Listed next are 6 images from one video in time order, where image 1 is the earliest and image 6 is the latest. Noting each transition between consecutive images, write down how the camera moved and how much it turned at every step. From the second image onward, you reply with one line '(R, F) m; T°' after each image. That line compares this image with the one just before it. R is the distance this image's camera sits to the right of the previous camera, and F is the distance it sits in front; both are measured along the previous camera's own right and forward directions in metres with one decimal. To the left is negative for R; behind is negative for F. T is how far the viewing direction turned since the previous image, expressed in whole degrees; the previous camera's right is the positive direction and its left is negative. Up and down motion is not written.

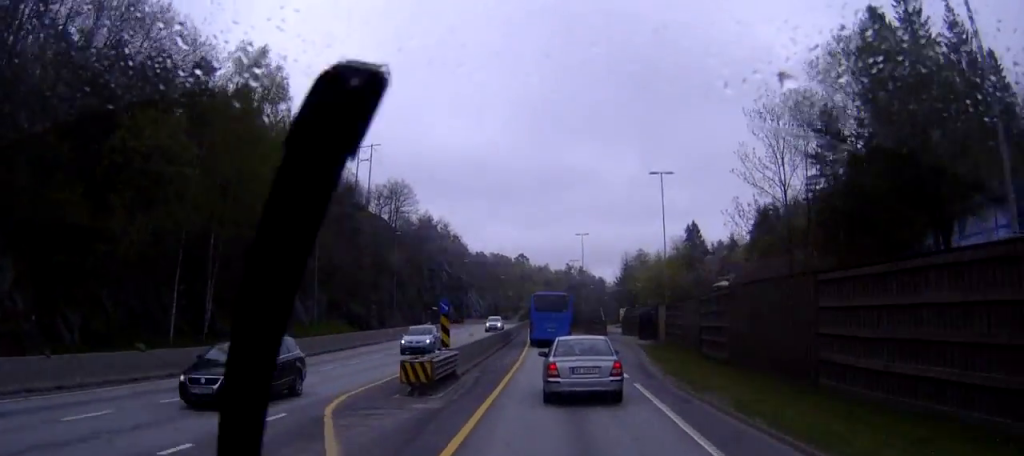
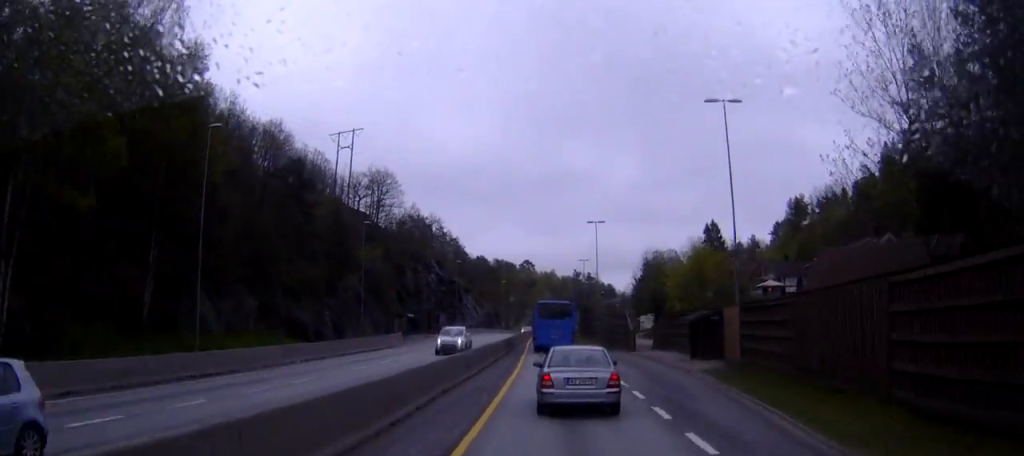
(-0.4, +20.1) m; -2°
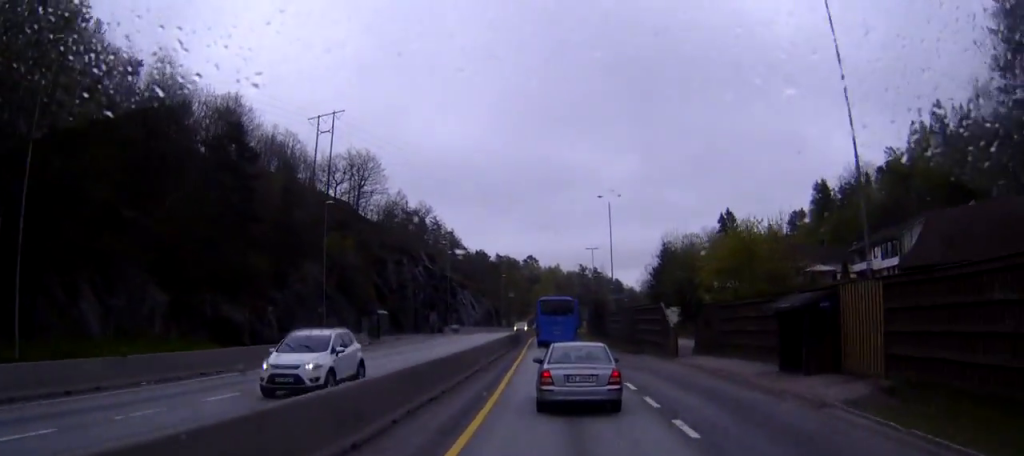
(-0.2, +14.9) m; -1°
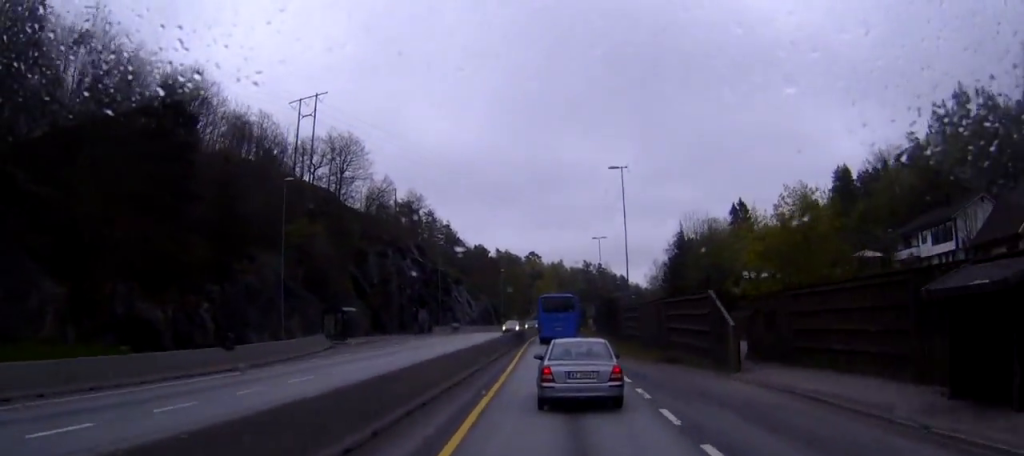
(-0.1, +11.0) m; -1°
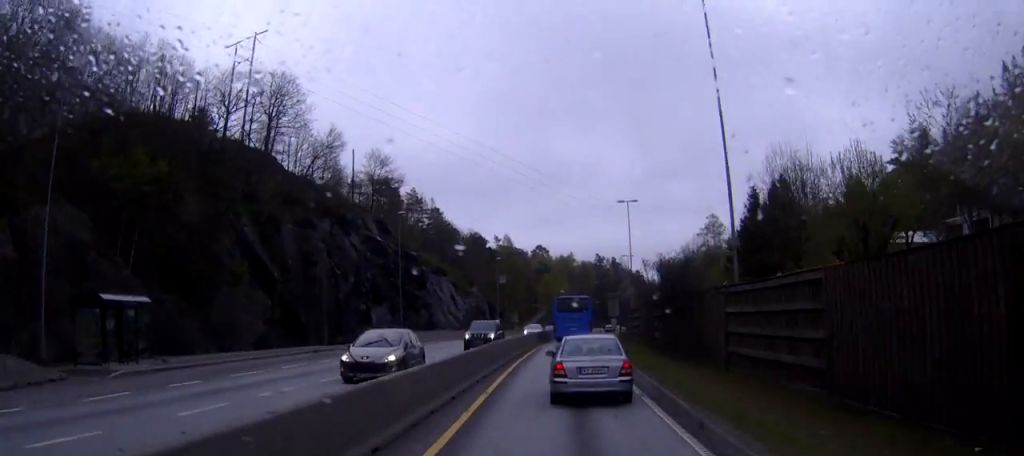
(-0.7, +29.2) m; -1°
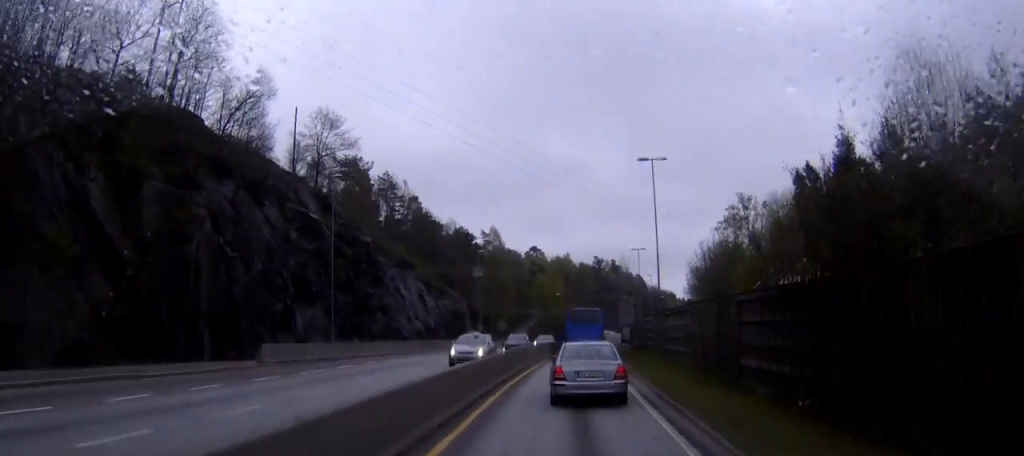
(+0.4, +19.8) m; +2°
